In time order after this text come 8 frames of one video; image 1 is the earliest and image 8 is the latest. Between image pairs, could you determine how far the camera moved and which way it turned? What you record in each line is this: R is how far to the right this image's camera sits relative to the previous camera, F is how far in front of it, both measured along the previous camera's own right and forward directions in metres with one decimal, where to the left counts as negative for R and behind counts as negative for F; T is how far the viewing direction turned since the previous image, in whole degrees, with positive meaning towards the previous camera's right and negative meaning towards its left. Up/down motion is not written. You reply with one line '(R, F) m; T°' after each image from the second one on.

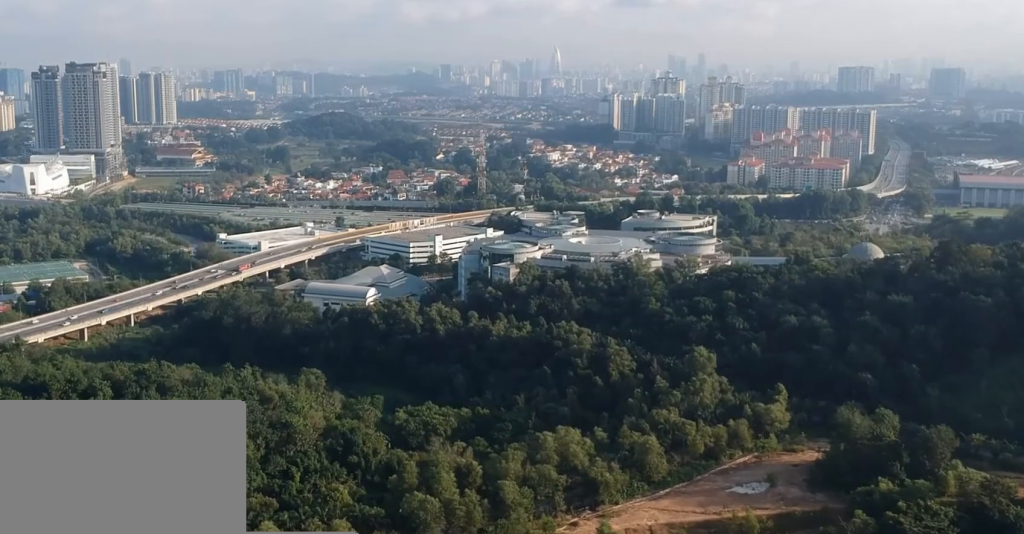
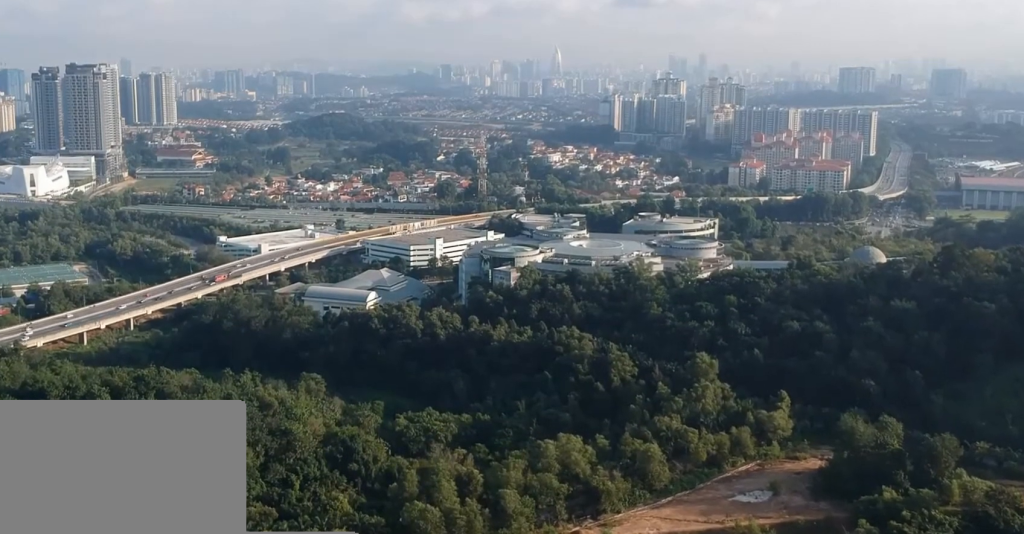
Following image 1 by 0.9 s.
(0.0, +2.4) m; 0°
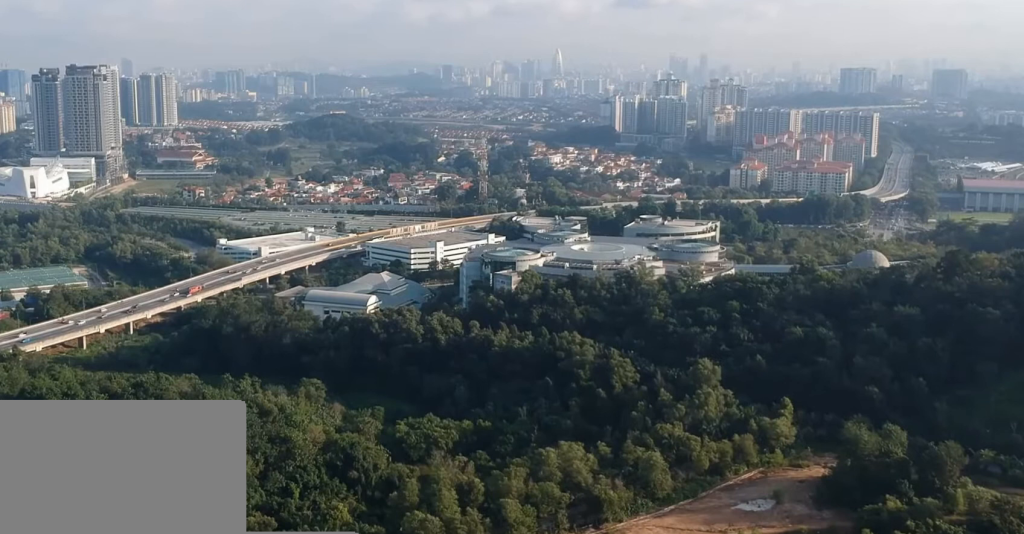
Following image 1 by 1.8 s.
(0.0, +2.6) m; -1°
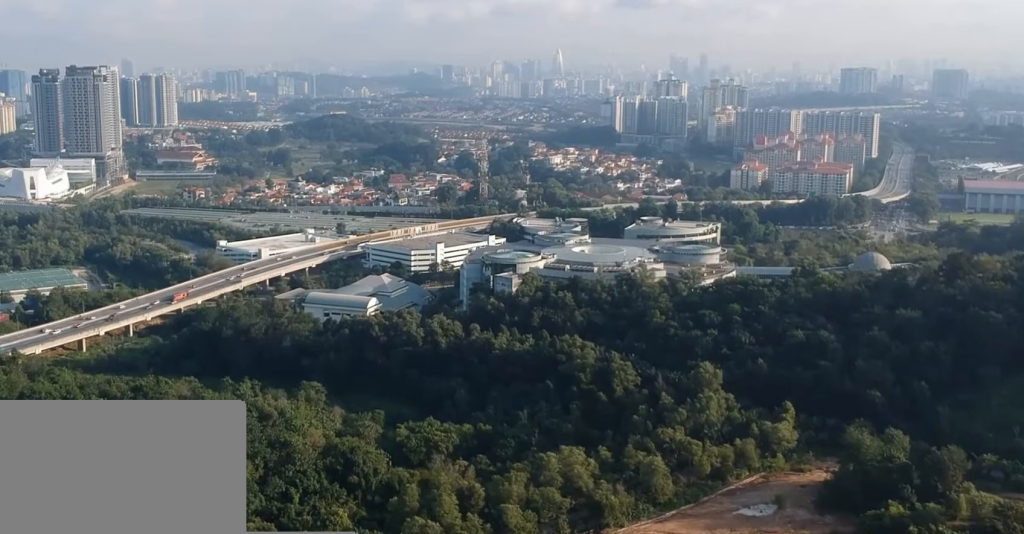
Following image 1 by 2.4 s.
(0.0, +1.4) m; -1°
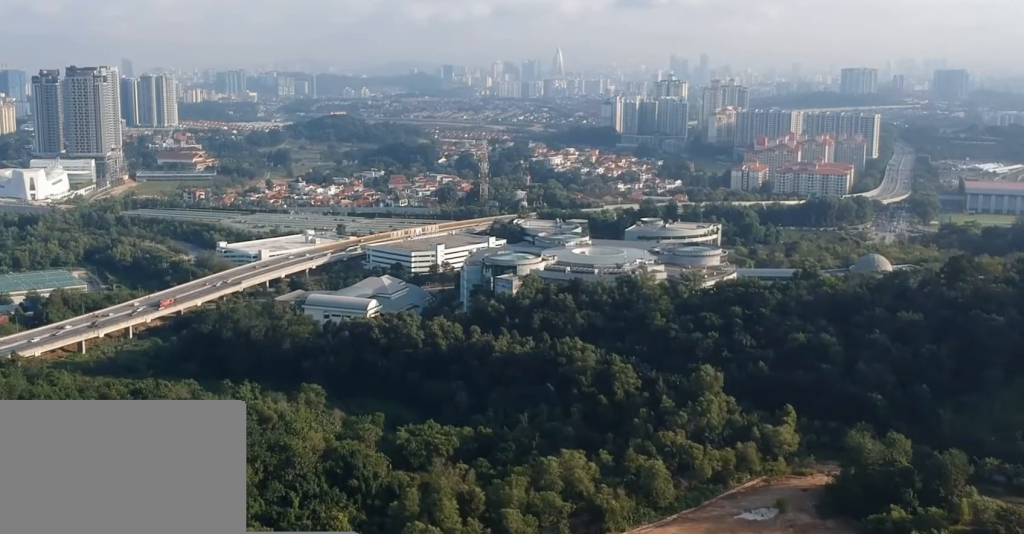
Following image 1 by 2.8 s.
(0.0, +1.2) m; -1°
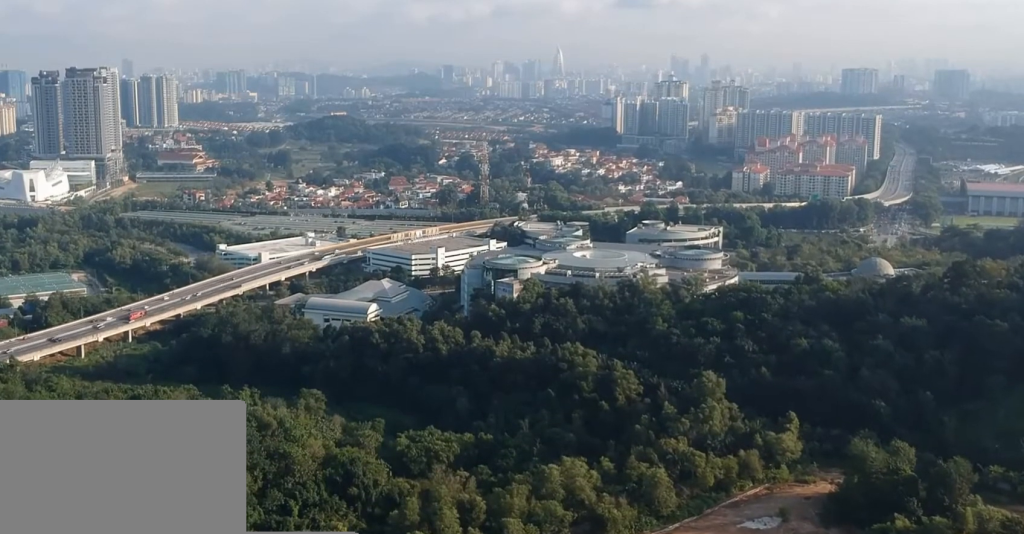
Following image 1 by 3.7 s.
(0.0, +2.6) m; -2°
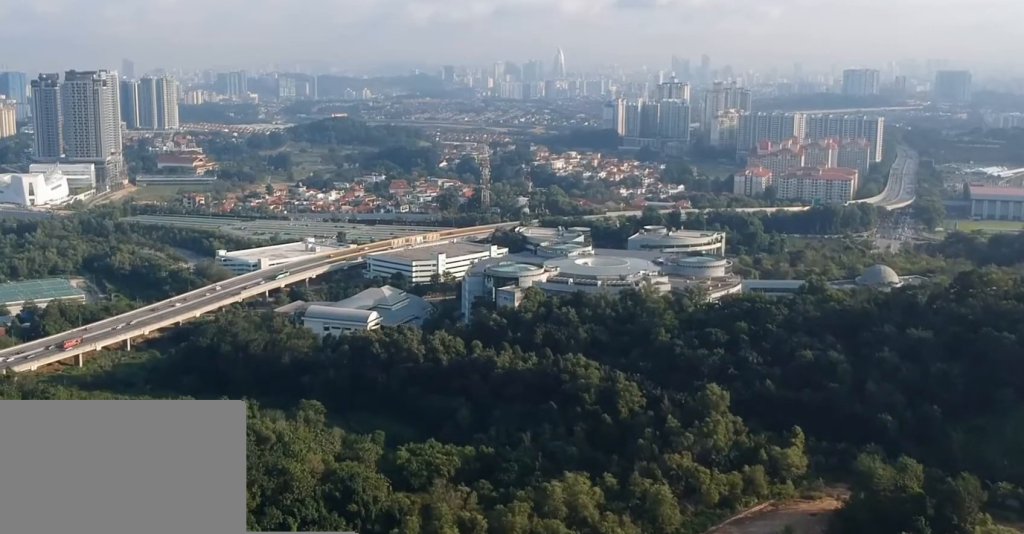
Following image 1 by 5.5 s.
(-0.1, +5.0) m; 0°
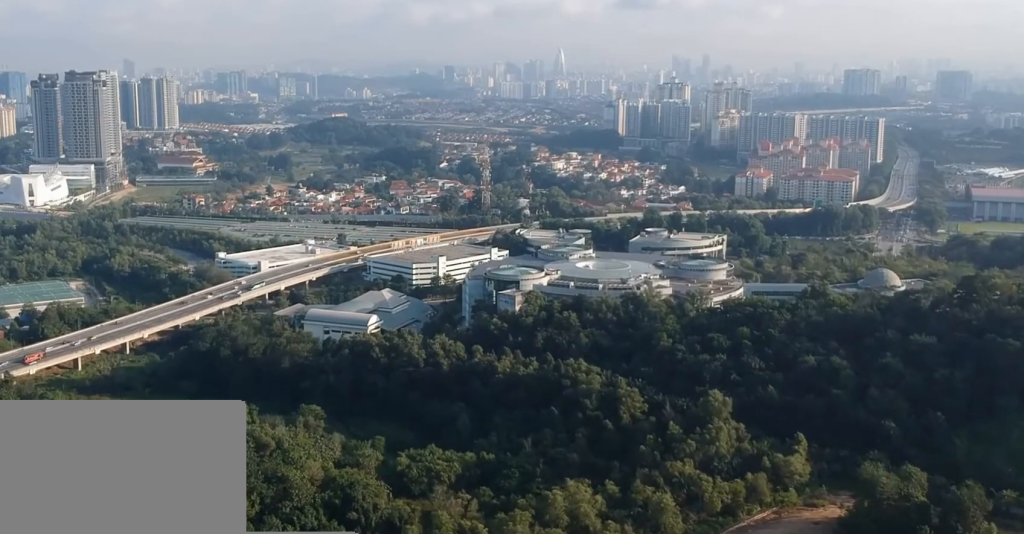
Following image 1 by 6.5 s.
(+0.1, +2.7) m; +2°
